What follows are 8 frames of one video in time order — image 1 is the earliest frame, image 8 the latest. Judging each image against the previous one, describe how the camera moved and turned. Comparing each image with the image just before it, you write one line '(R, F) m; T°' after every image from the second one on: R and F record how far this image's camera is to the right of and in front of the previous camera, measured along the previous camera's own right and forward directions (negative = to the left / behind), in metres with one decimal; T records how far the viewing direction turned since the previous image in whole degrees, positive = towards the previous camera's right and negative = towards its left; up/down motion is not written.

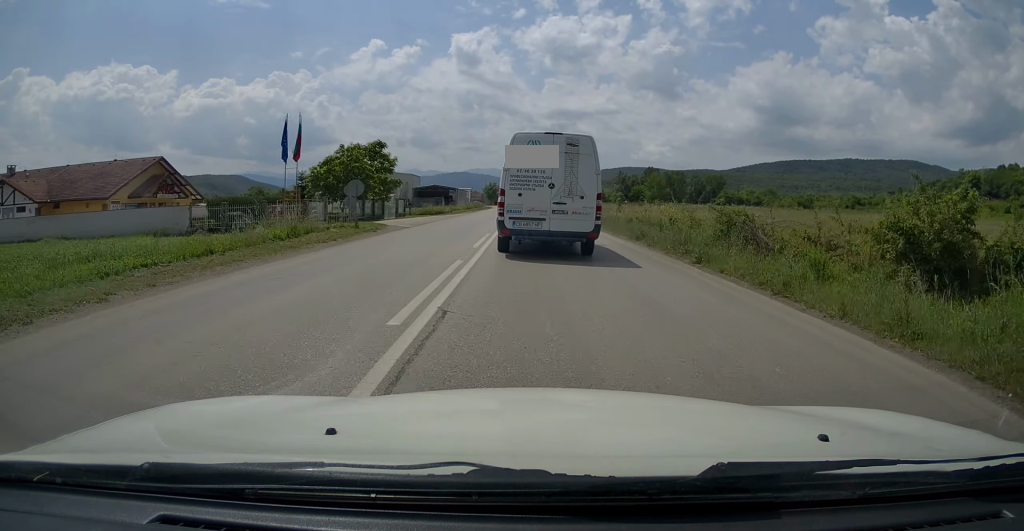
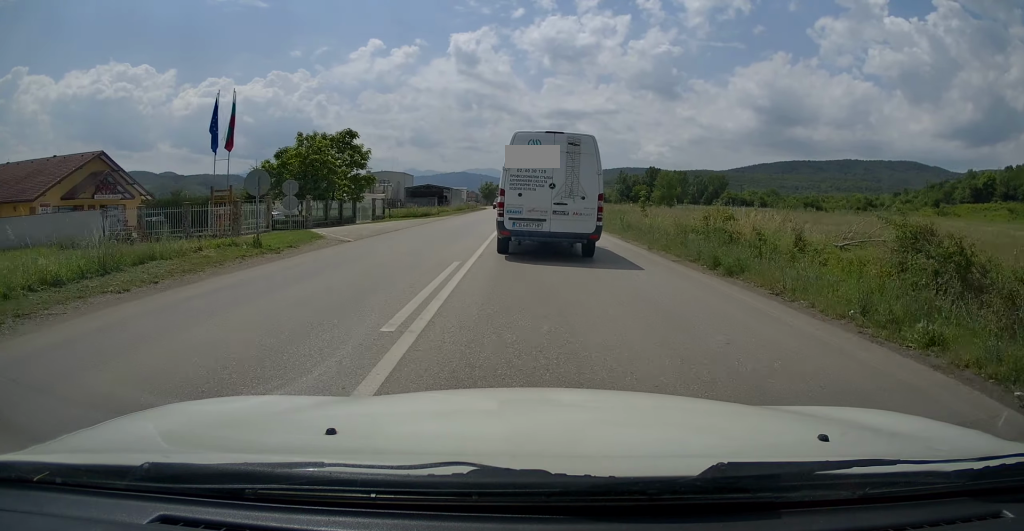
(0.0, +9.5) m; 0°
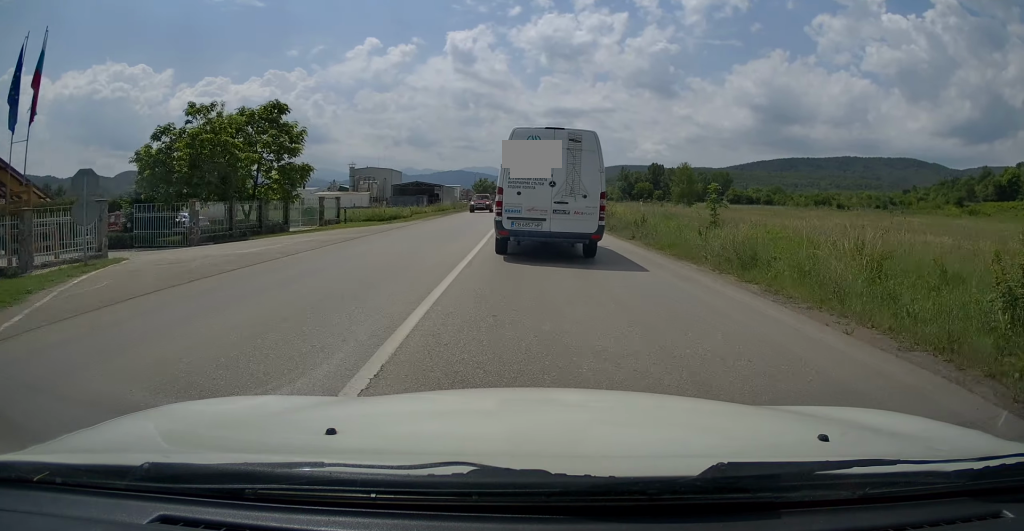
(-0.2, +14.0) m; 0°
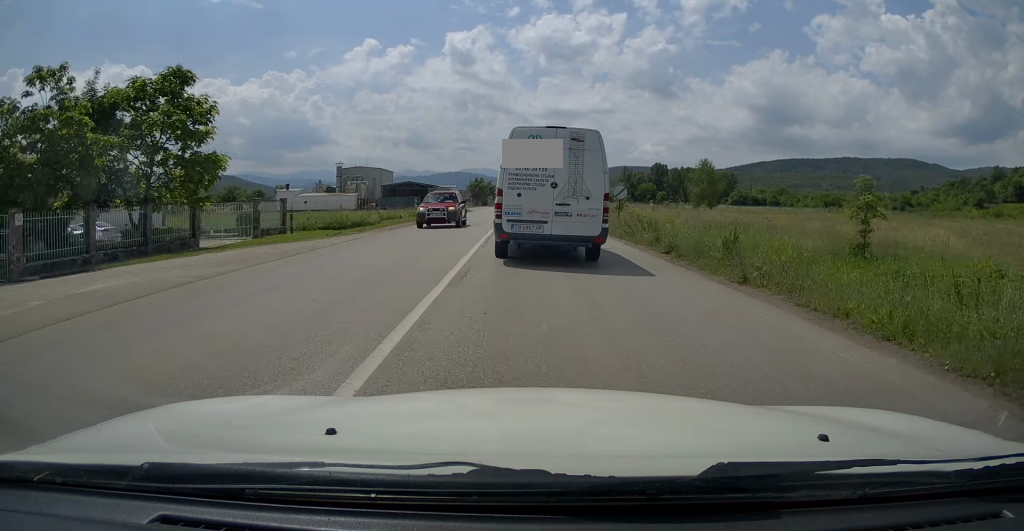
(+0.2, +10.4) m; 0°
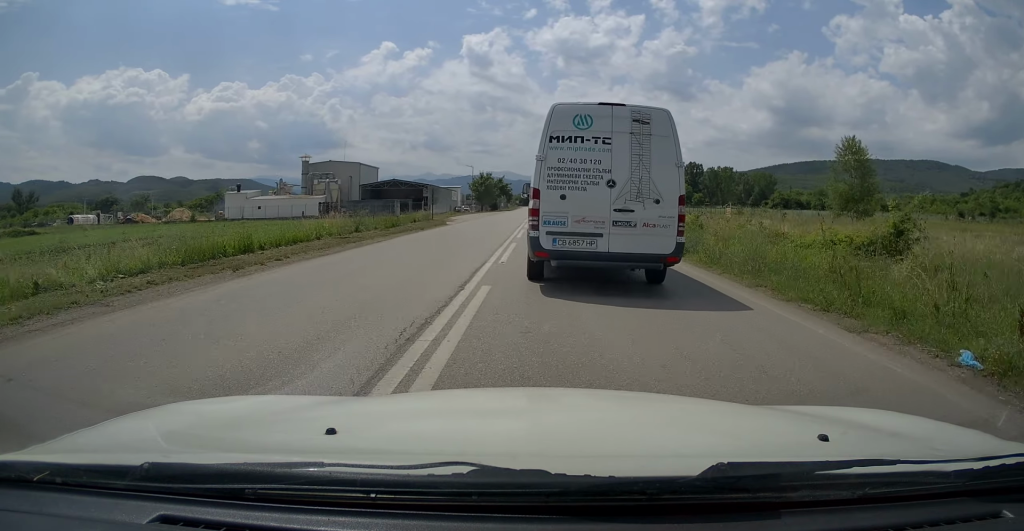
(0.0, +32.6) m; 0°
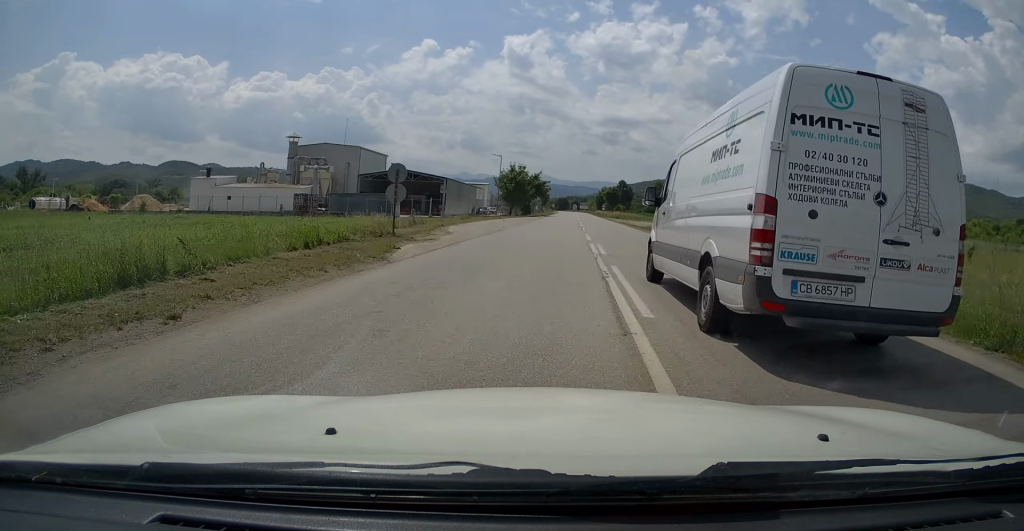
(-0.3, +21.4) m; -2°
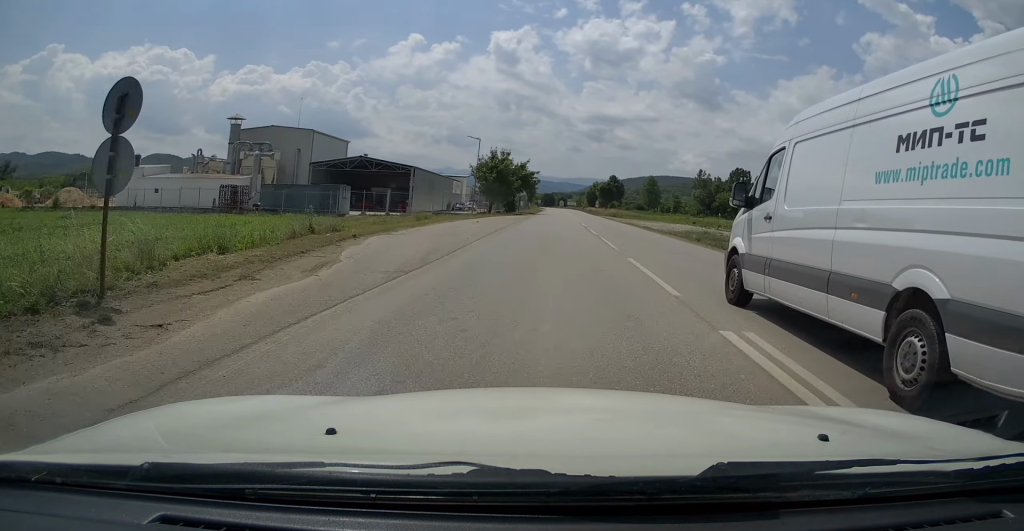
(-0.2, +13.9) m; -1°
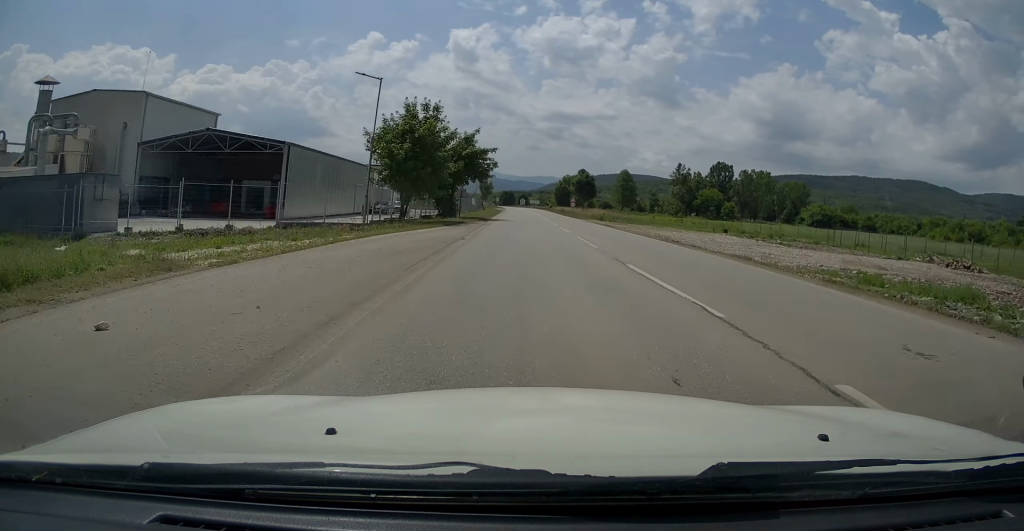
(0.0, +27.1) m; +1°
